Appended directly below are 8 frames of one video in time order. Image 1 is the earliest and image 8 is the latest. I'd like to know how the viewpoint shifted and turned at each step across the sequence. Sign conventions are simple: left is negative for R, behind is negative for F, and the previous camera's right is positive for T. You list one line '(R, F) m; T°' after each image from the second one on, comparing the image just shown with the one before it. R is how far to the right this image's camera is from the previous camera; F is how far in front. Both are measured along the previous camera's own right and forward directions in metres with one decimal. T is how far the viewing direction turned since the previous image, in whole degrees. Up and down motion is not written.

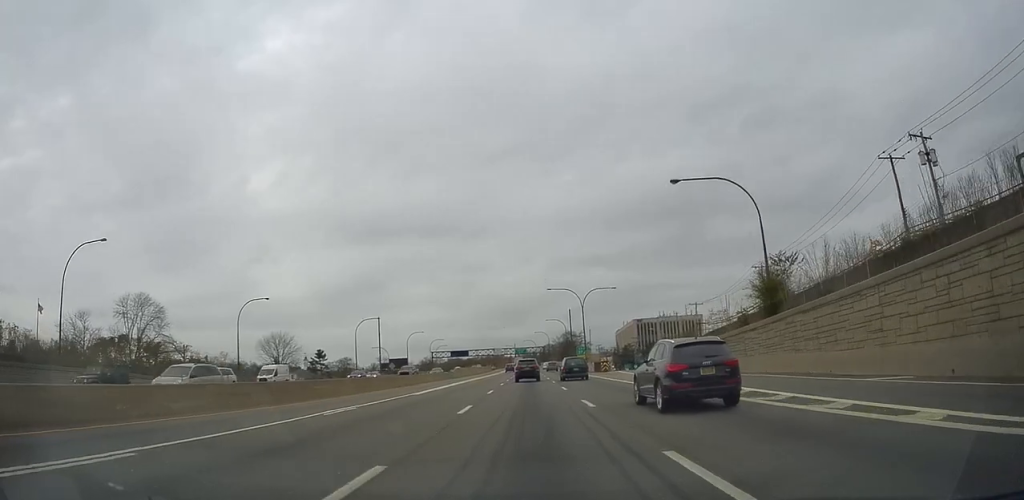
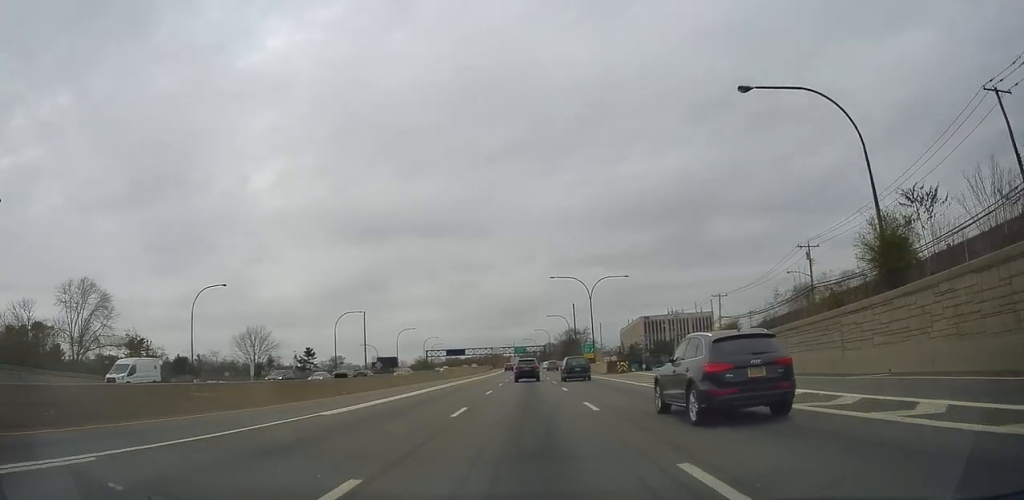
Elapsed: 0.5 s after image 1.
(+0.5, +13.1) m; 0°
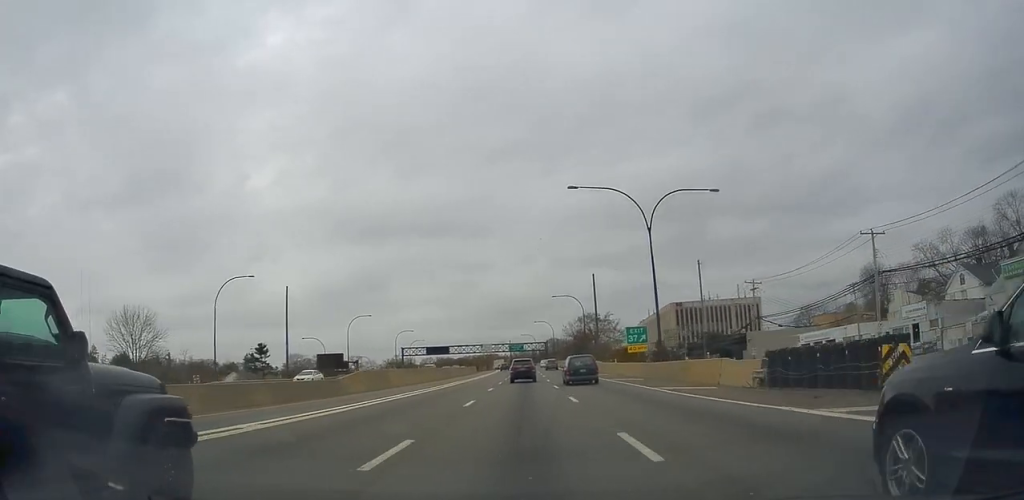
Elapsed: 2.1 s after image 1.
(-0.6, +44.1) m; -1°
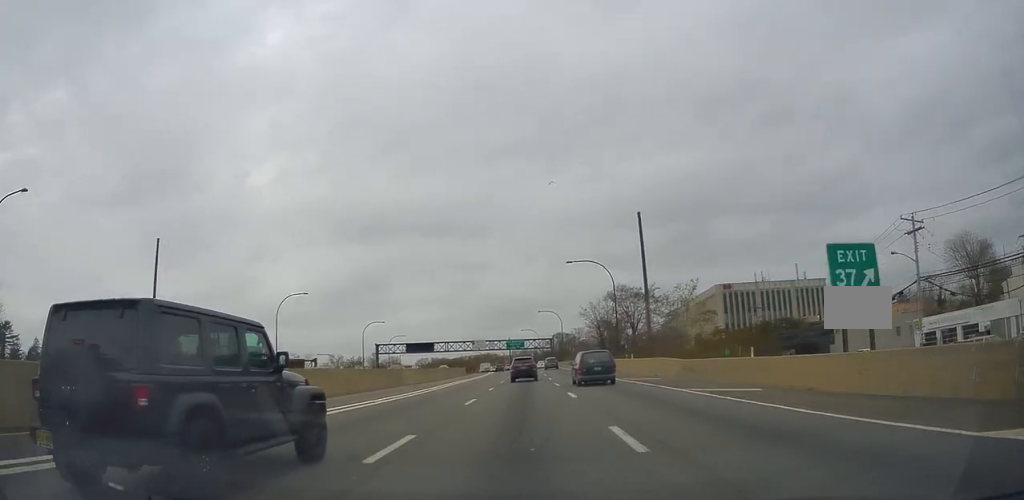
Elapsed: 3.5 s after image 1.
(+0.6, +35.9) m; 0°
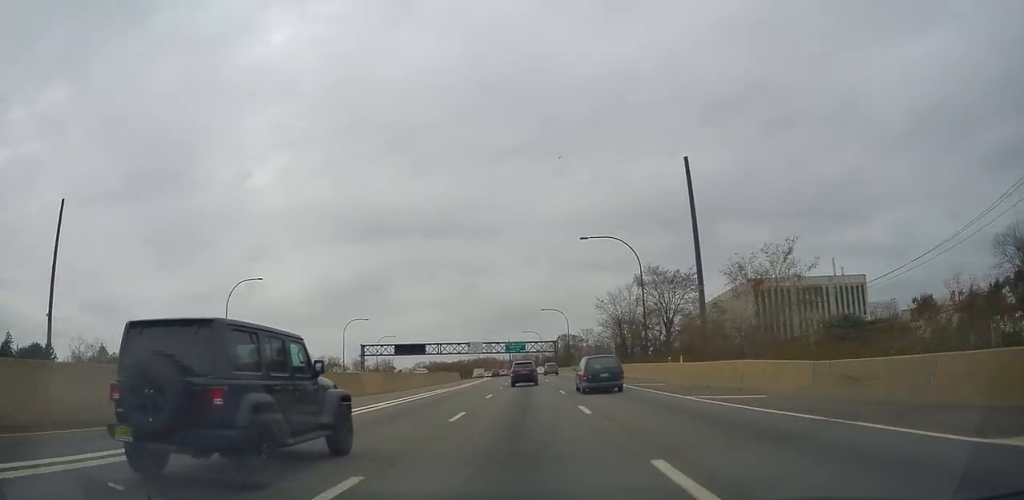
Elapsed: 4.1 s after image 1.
(0.0, +15.6) m; -1°
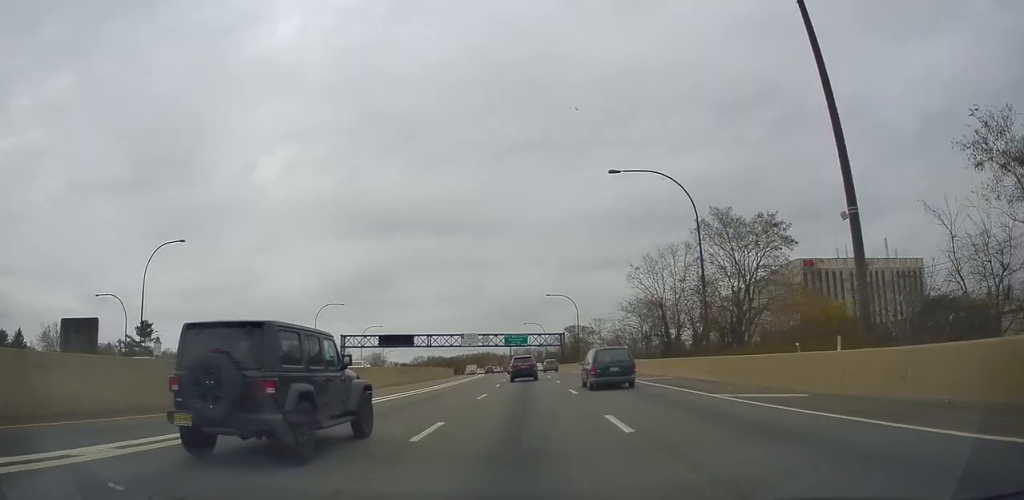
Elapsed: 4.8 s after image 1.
(-0.3, +17.7) m; -1°
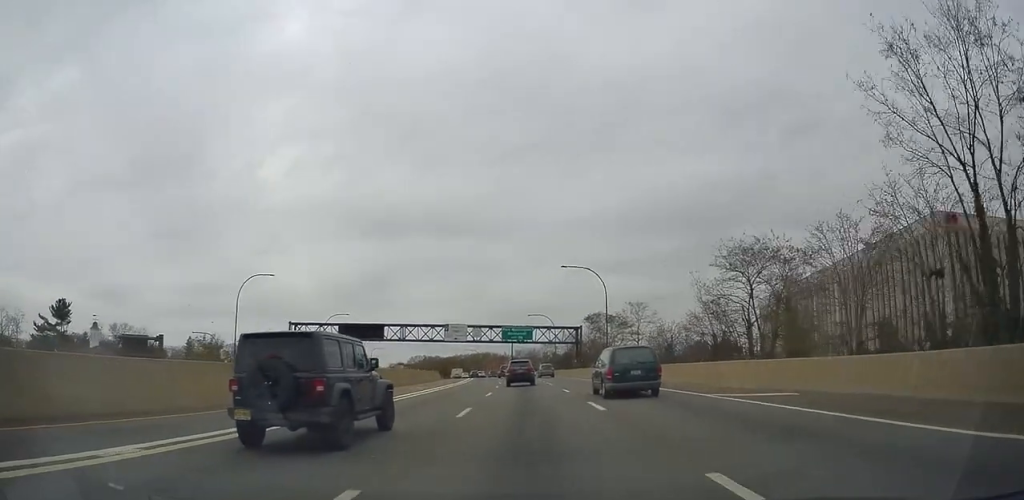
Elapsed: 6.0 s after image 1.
(0.0, +31.7) m; +1°
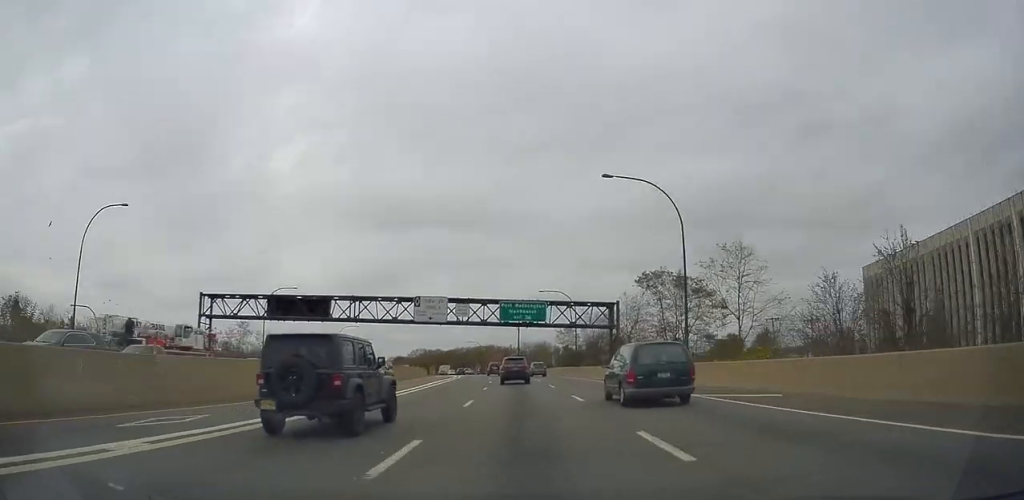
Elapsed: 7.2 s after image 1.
(+0.3, +32.3) m; 0°
